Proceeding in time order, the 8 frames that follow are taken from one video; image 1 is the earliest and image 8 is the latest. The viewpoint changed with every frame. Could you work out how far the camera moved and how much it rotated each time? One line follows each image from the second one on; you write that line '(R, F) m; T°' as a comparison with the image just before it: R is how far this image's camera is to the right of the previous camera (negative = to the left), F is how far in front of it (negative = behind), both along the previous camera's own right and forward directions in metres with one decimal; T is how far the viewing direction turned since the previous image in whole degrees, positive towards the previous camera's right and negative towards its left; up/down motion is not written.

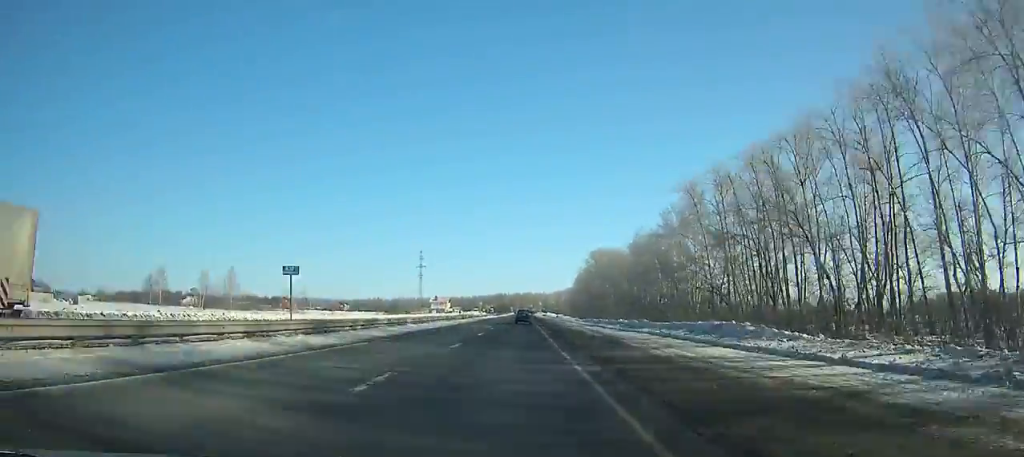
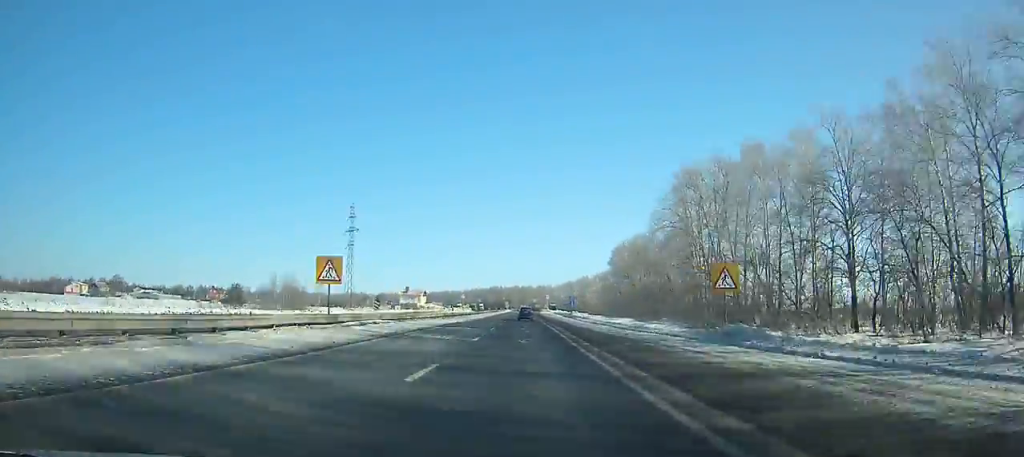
(0.0, +118.4) m; 0°
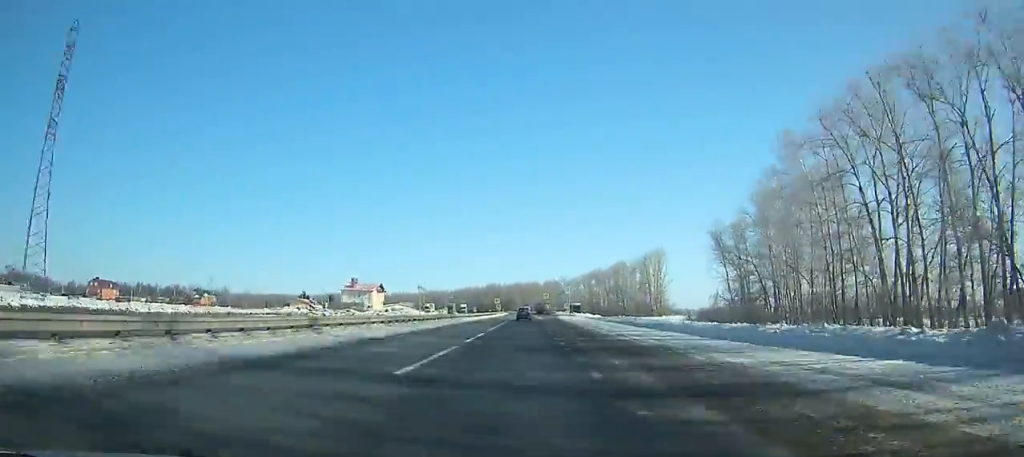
(+0.4, +117.8) m; 0°
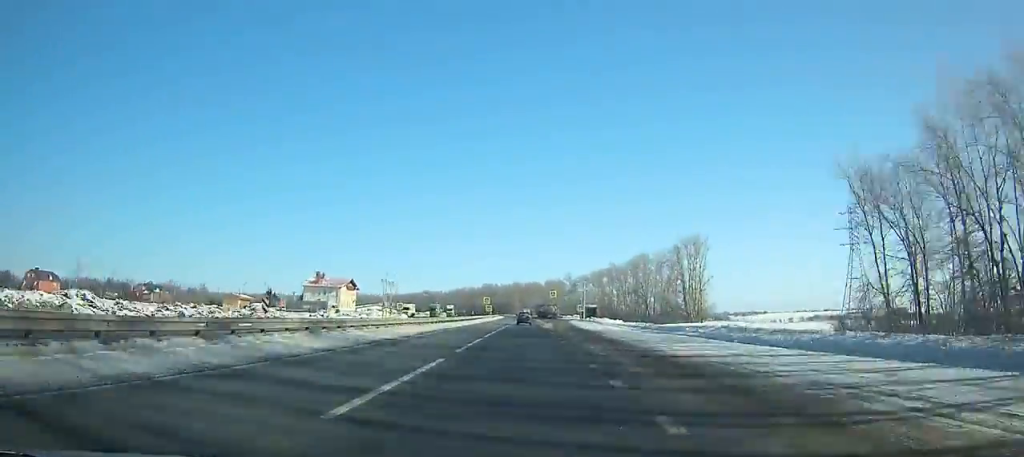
(0.0, +40.9) m; 0°
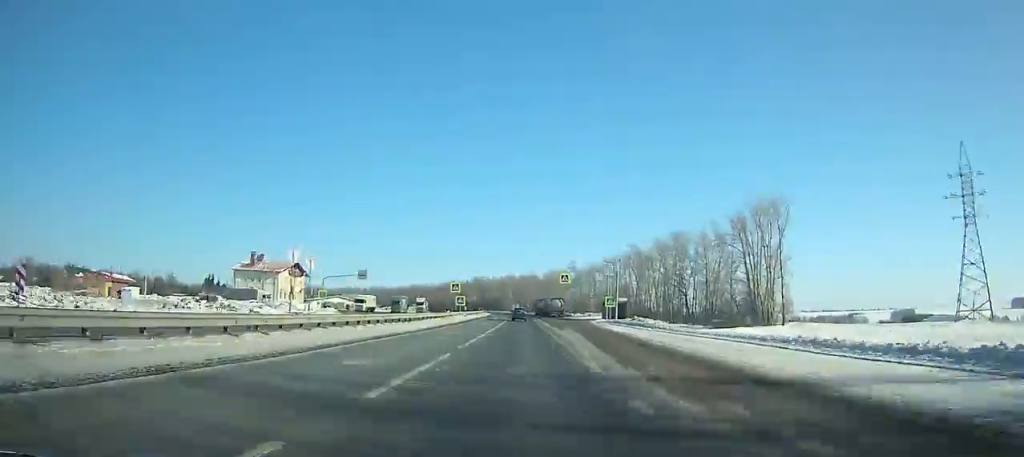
(0.0, +46.0) m; 0°
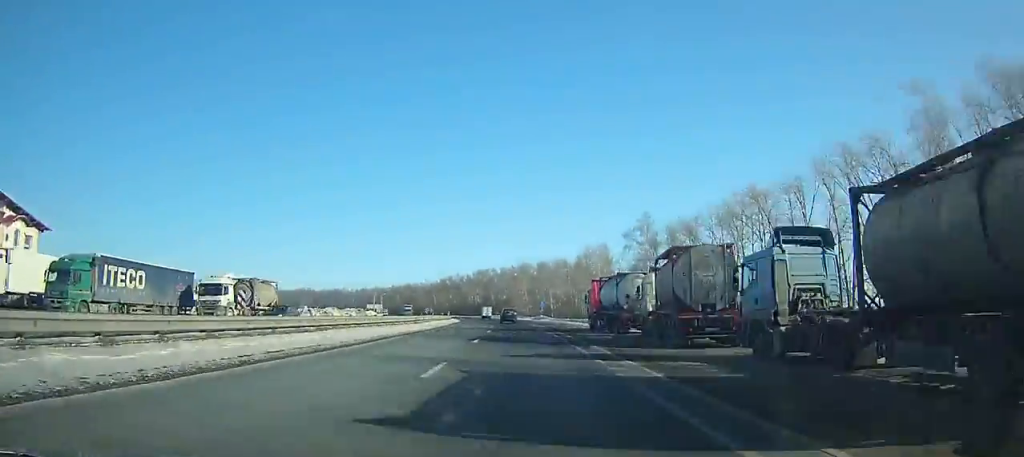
(-0.3, +104.6) m; -2°
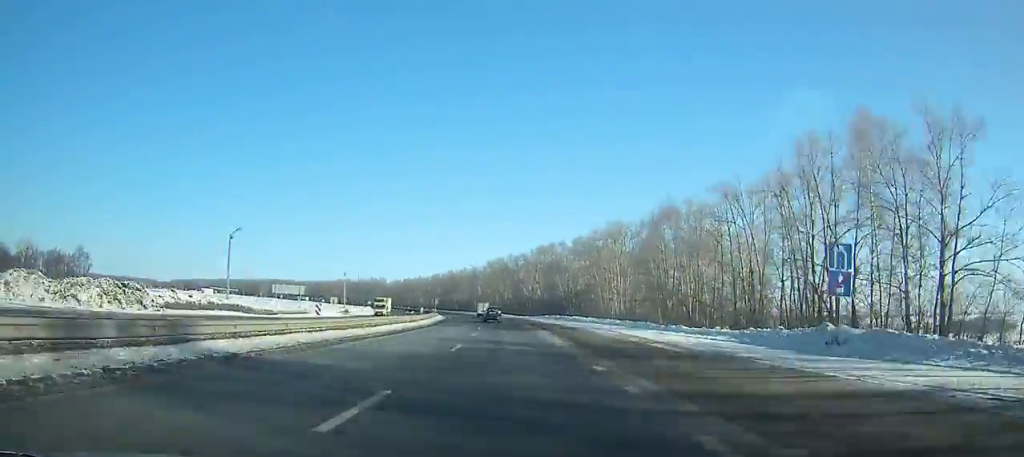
(-4.8, +102.2) m; -6°
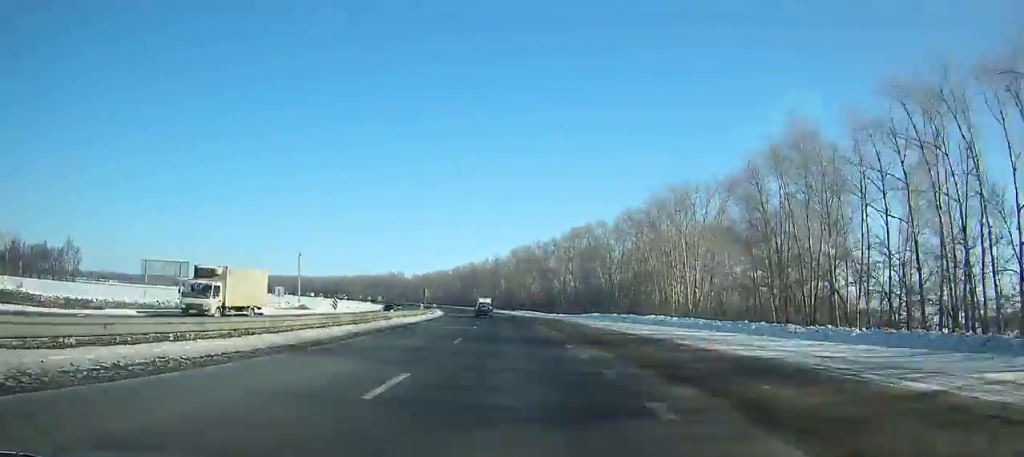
(-0.1, +33.5) m; -3°
